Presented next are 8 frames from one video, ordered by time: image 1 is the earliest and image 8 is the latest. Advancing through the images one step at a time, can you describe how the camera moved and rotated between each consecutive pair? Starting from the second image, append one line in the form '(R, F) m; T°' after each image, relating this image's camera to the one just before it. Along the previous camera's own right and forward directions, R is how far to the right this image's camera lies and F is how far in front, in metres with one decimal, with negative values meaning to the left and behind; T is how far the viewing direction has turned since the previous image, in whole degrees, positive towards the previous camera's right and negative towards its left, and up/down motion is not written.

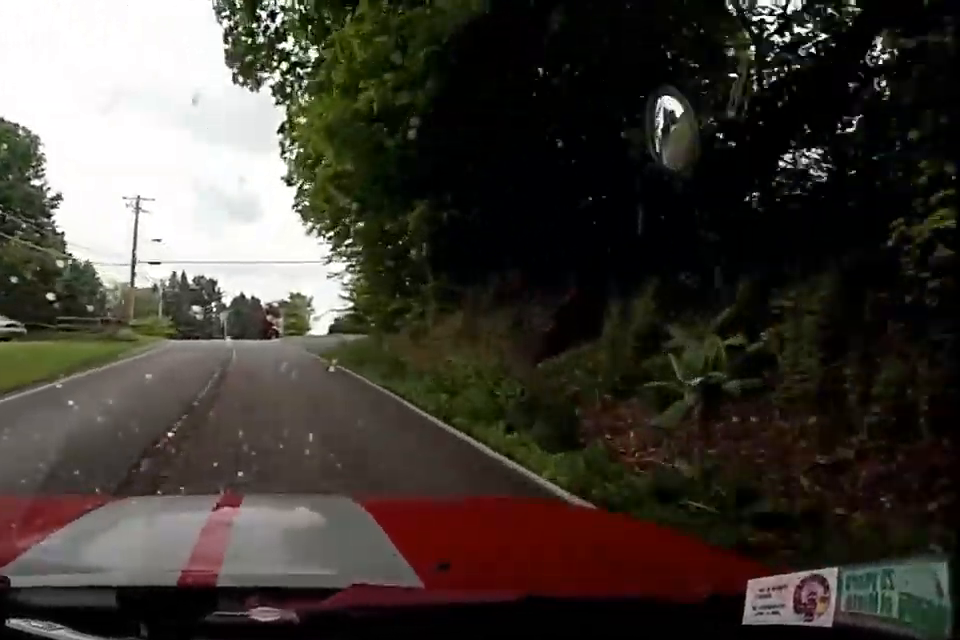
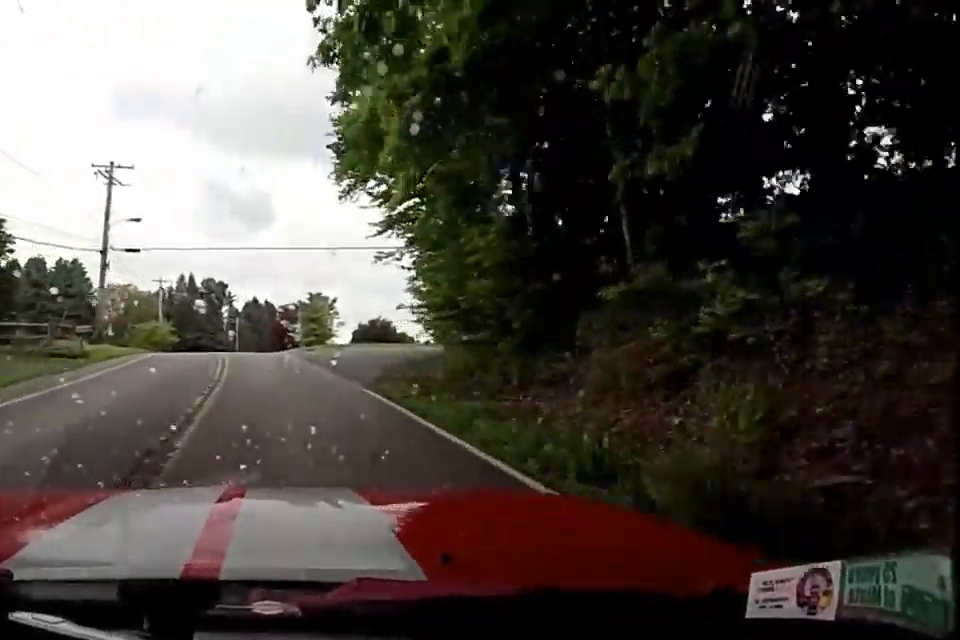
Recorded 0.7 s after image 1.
(-1.1, +10.5) m; -4°
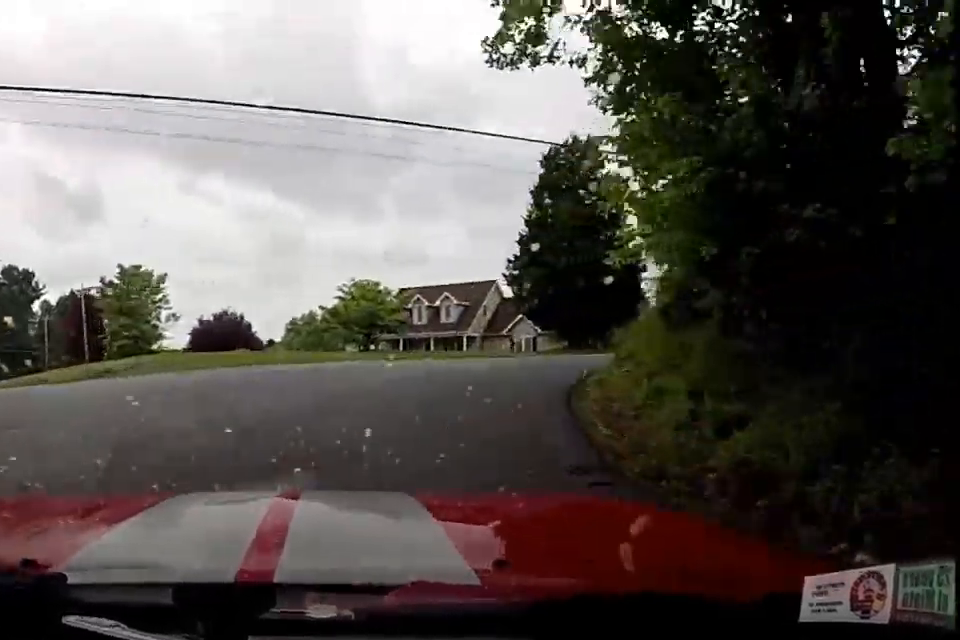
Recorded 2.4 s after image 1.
(+1.2, +22.1) m; +19°
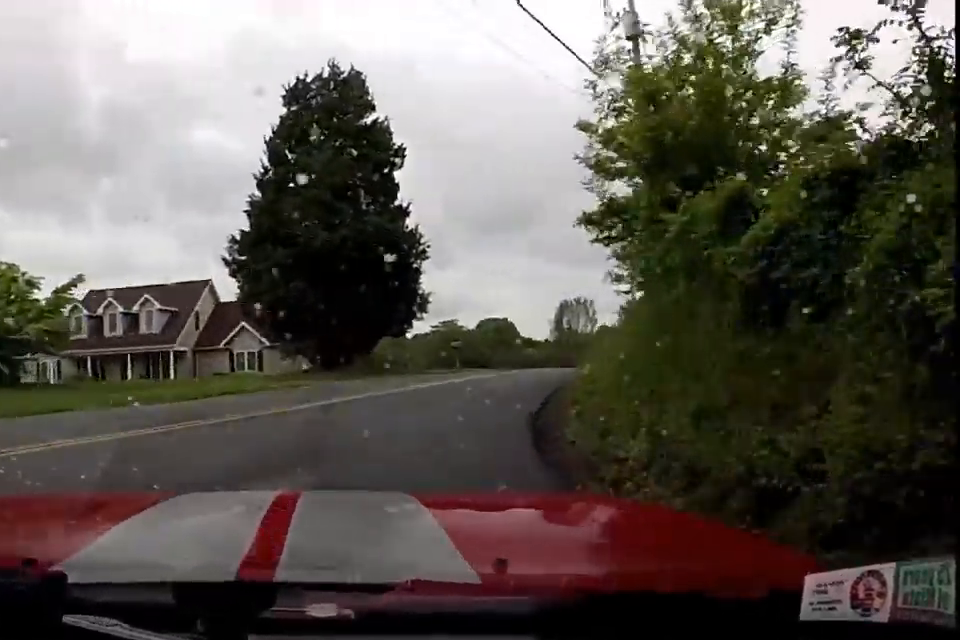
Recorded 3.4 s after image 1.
(+2.4, +11.7) m; +25°
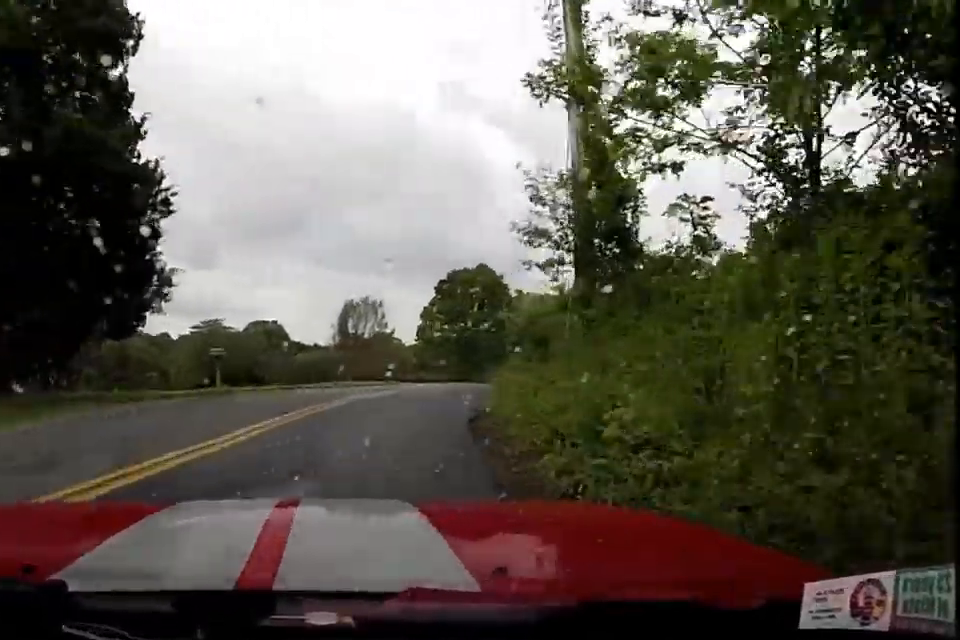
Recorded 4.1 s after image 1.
(+1.6, +9.8) m; +18°
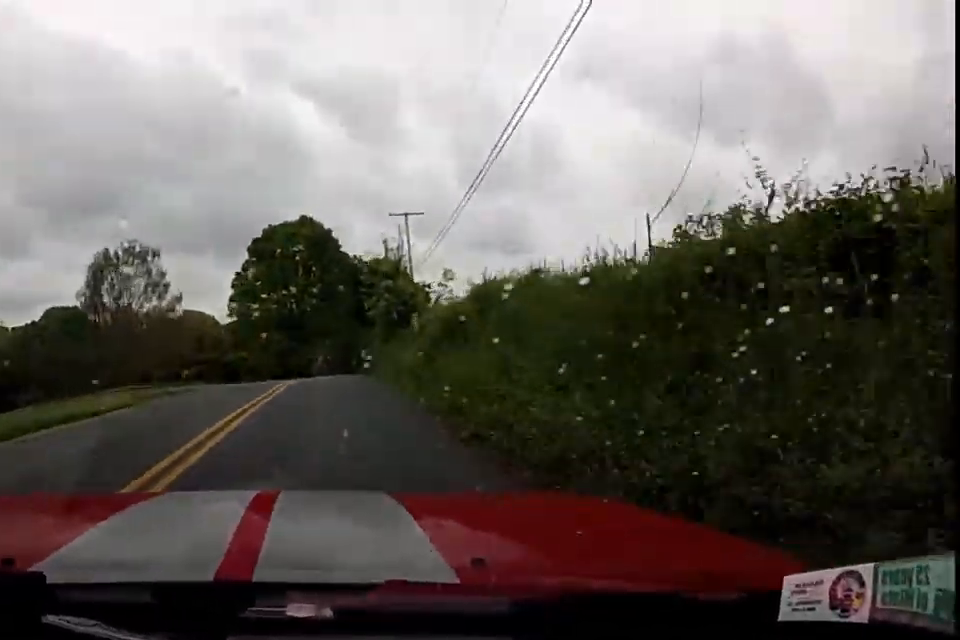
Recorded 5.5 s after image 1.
(+2.0, +20.5) m; +2°
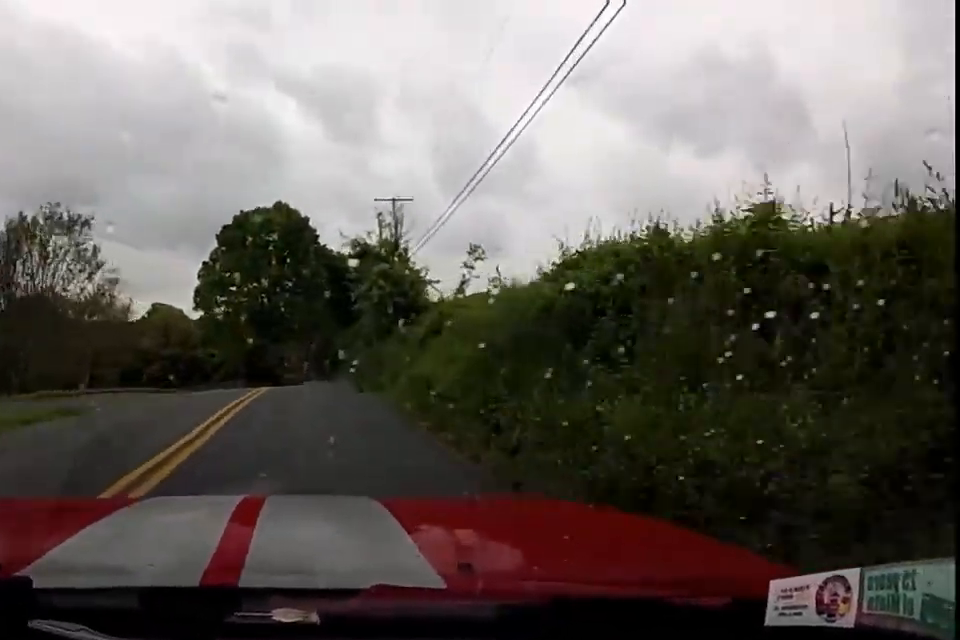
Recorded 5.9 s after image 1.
(-0.5, +7.1) m; -1°
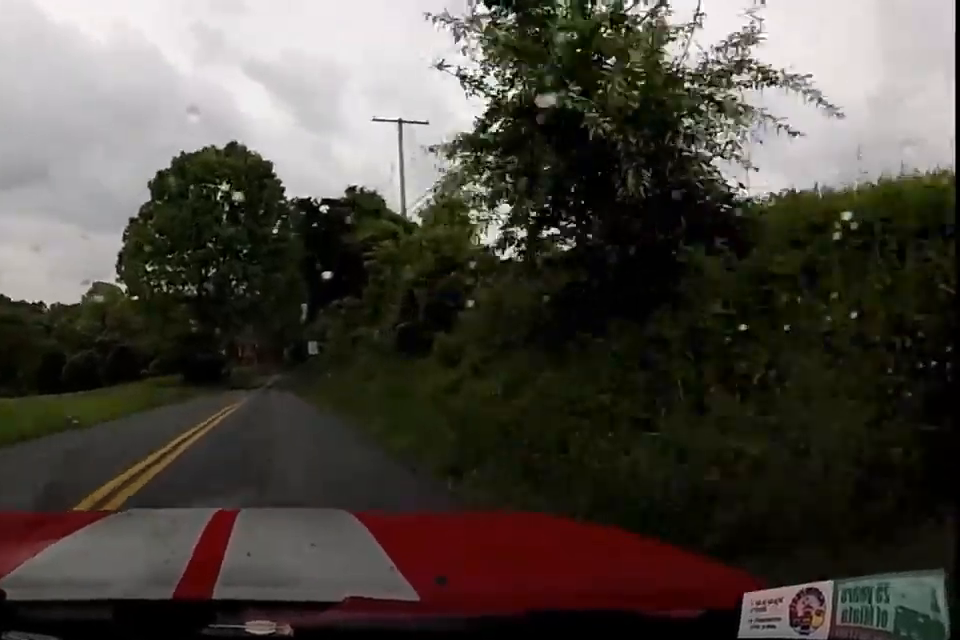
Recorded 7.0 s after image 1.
(+0.3, +18.4) m; -2°
